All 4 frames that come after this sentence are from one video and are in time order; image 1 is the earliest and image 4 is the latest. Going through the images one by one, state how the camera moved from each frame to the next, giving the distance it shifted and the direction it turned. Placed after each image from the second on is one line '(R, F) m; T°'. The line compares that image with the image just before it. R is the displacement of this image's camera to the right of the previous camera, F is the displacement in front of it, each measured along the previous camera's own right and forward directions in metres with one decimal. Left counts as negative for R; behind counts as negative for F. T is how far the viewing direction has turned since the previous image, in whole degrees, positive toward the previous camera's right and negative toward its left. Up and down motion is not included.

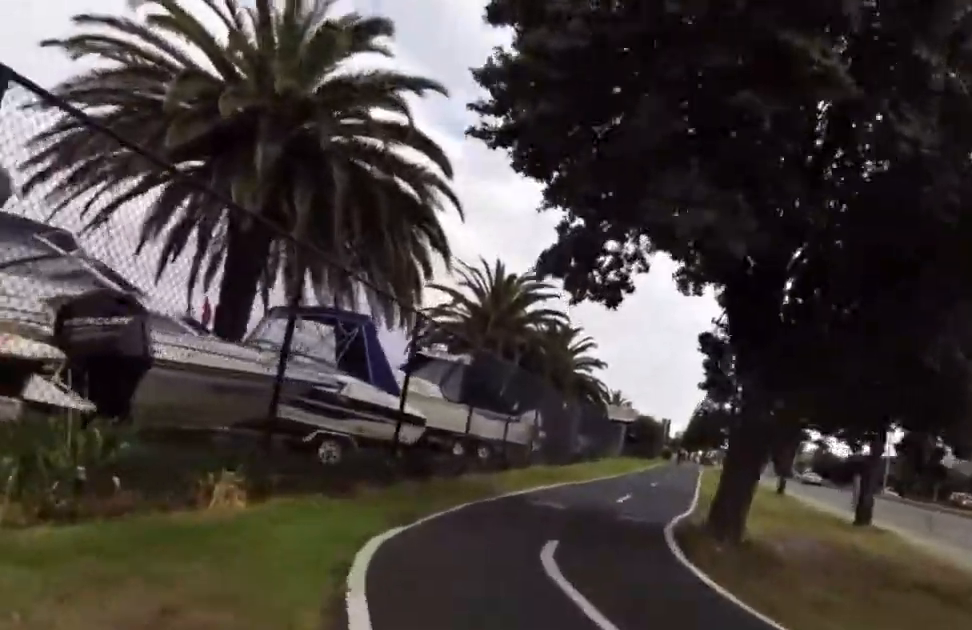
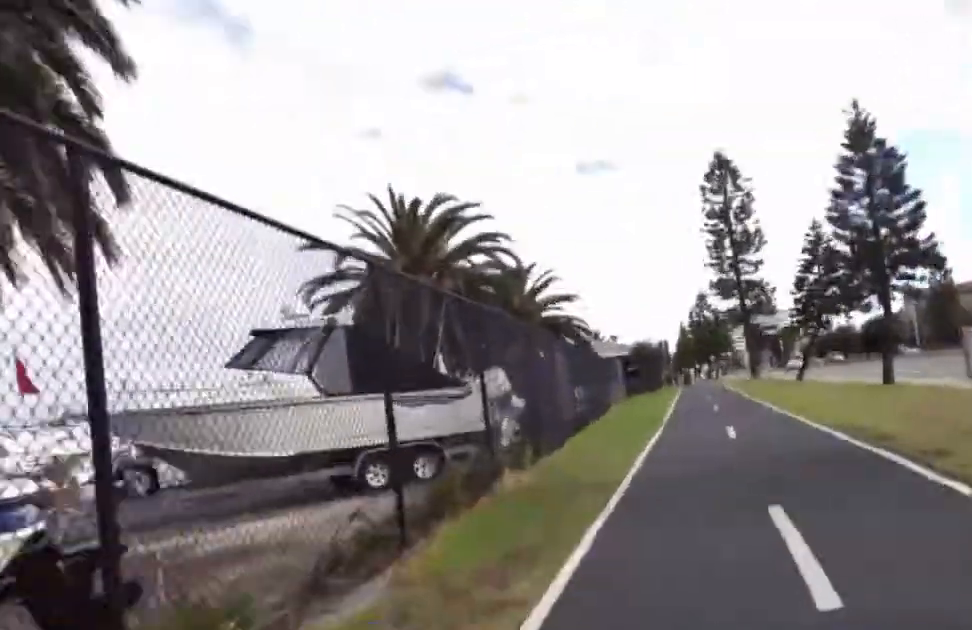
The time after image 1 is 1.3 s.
(+1.0, +9.9) m; +1°
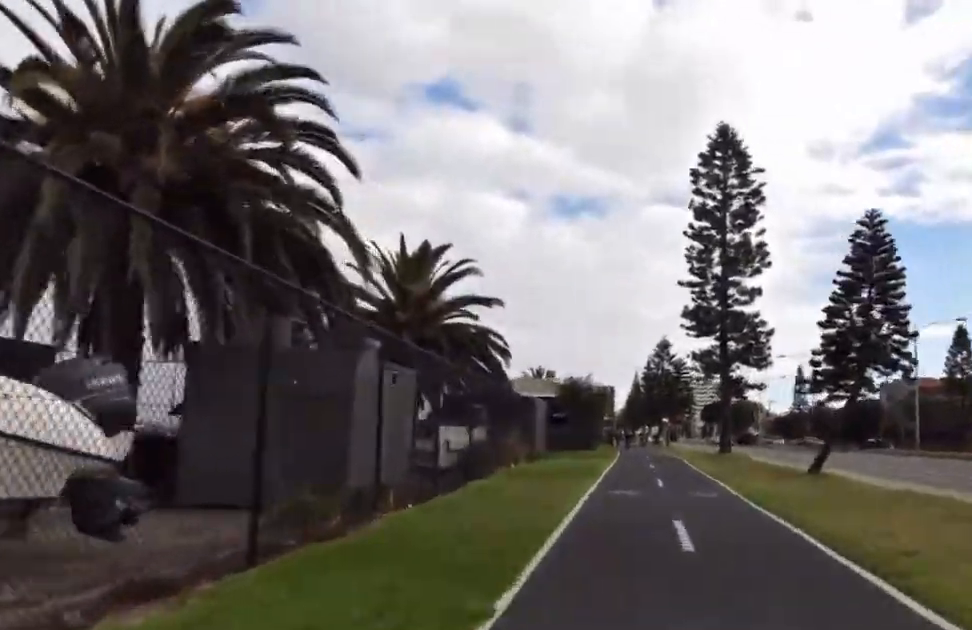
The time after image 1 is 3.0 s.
(+0.1, +12.3) m; +8°
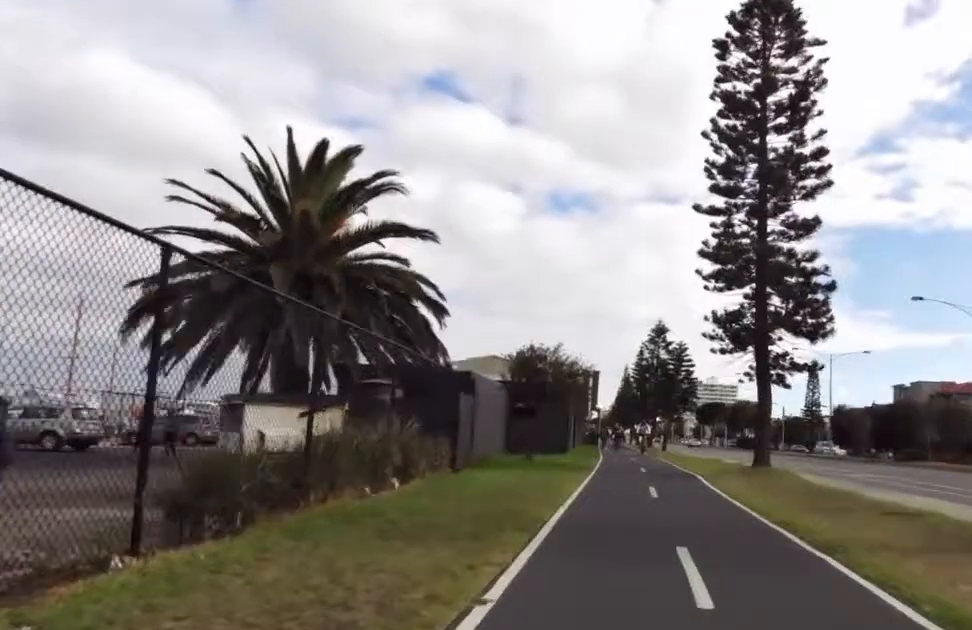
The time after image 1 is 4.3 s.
(+0.3, +10.5) m; +1°
